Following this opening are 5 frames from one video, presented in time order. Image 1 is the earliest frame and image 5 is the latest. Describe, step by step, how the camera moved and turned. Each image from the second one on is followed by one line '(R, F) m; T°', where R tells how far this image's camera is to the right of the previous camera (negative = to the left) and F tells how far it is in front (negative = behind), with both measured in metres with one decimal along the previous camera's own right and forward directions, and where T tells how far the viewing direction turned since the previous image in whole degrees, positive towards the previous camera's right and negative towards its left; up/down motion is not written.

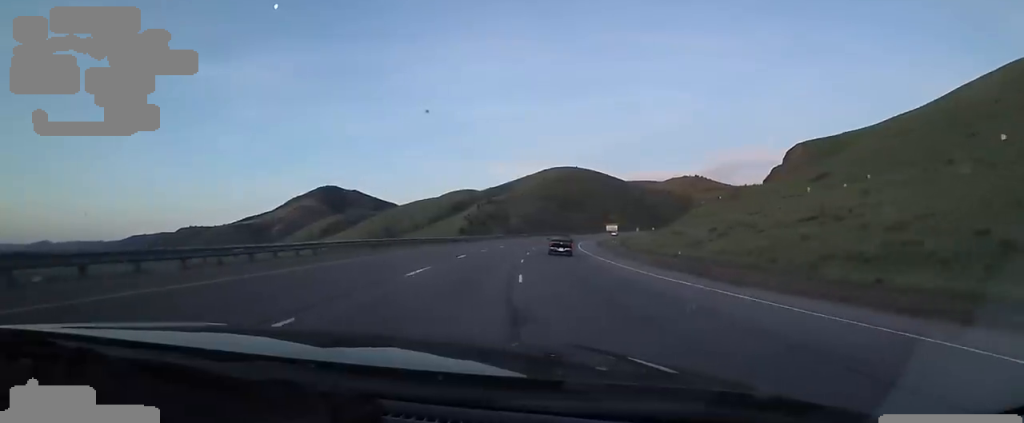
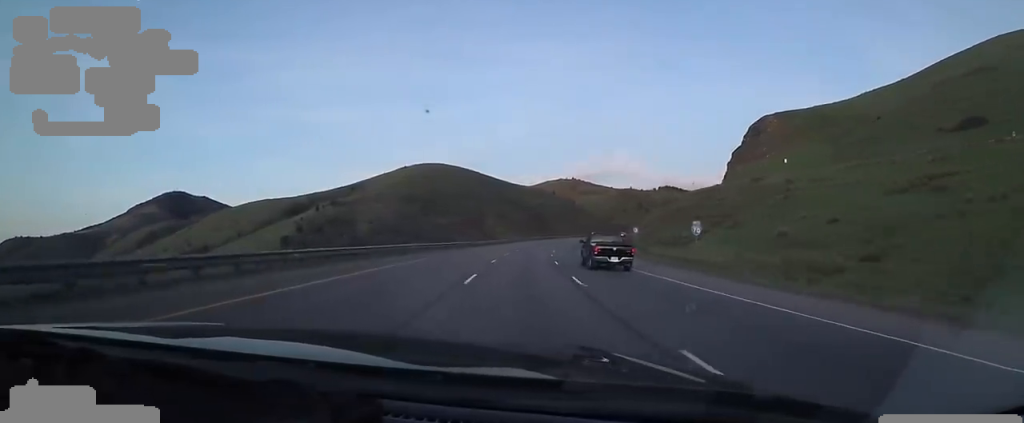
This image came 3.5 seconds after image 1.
(+13.2, +105.2) m; +17°
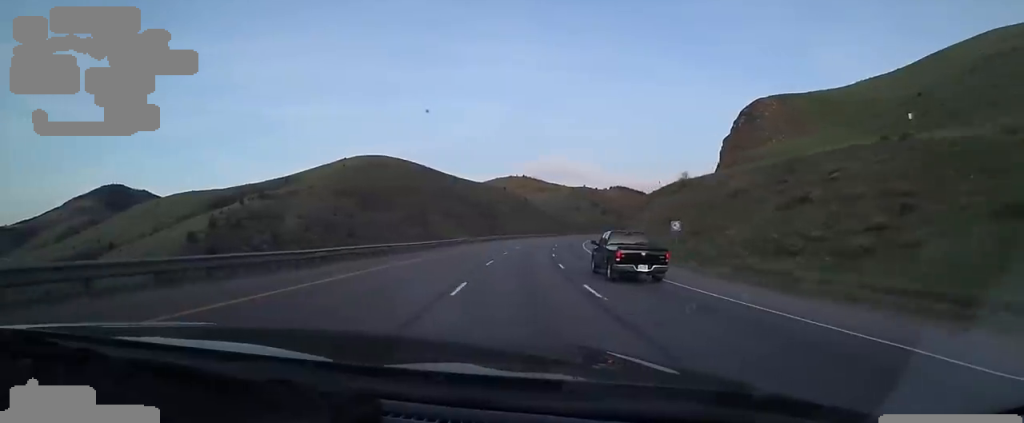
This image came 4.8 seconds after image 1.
(+1.6, +39.2) m; +6°
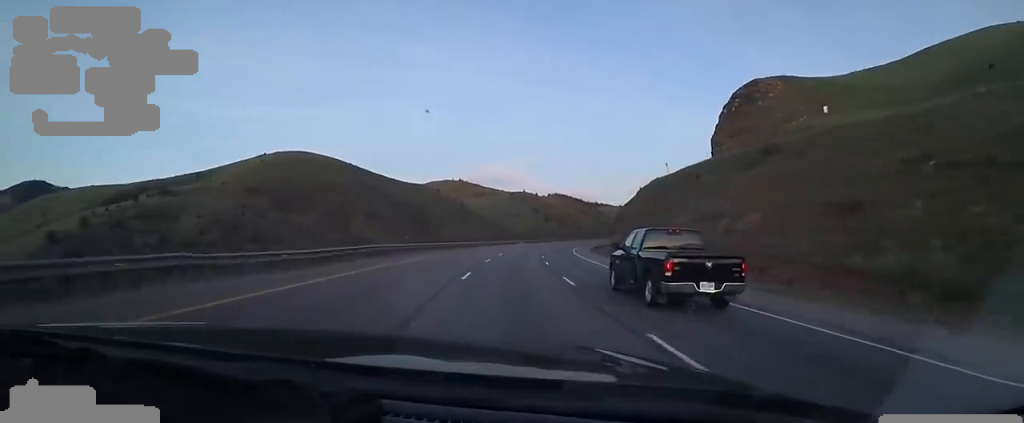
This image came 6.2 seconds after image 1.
(+3.6, +43.2) m; +10°
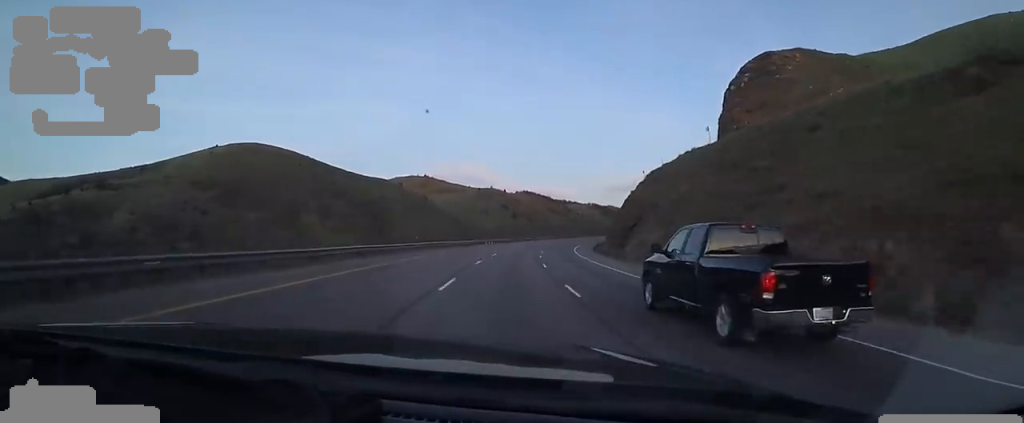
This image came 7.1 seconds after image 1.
(+1.6, +27.0) m; +4°
